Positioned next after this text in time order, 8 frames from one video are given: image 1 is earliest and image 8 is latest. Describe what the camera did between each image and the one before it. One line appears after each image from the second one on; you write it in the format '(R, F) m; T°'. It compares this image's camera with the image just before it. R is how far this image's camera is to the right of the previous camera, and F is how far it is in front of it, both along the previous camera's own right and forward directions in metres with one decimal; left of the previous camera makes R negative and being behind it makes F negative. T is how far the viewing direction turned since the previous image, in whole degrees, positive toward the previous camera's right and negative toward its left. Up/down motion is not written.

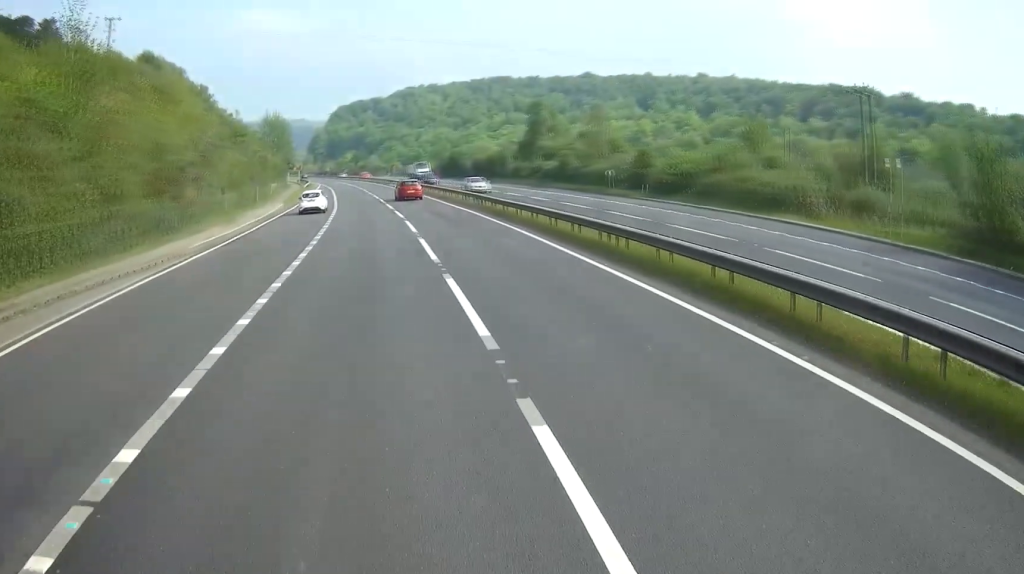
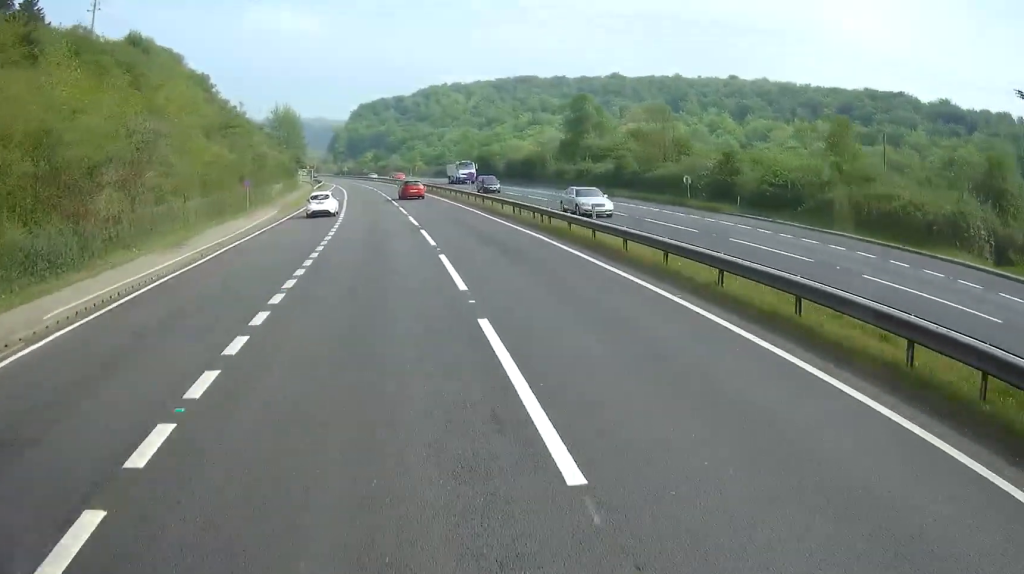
(-0.2, +13.9) m; -1°
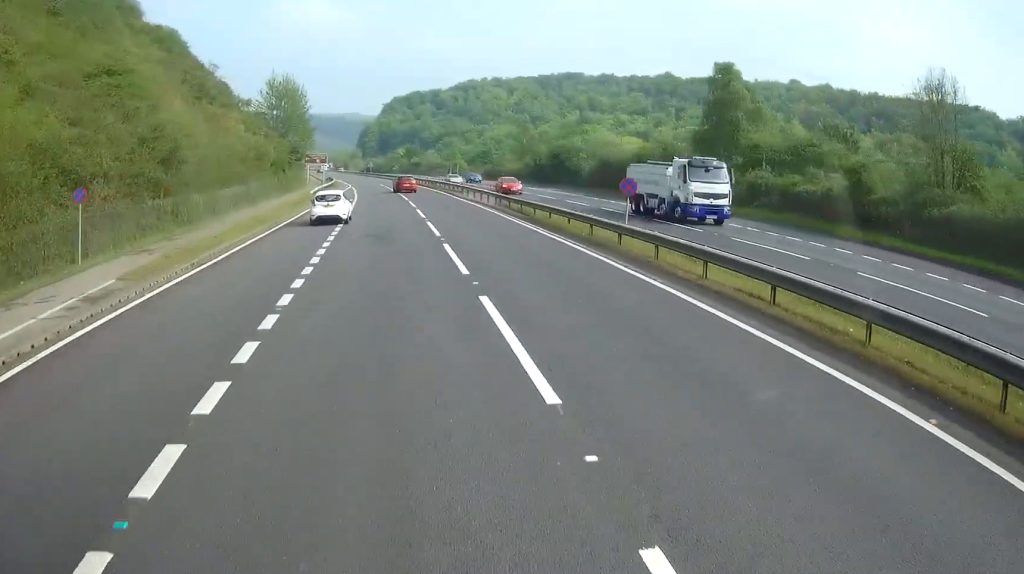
(-0.9, +35.4) m; -2°
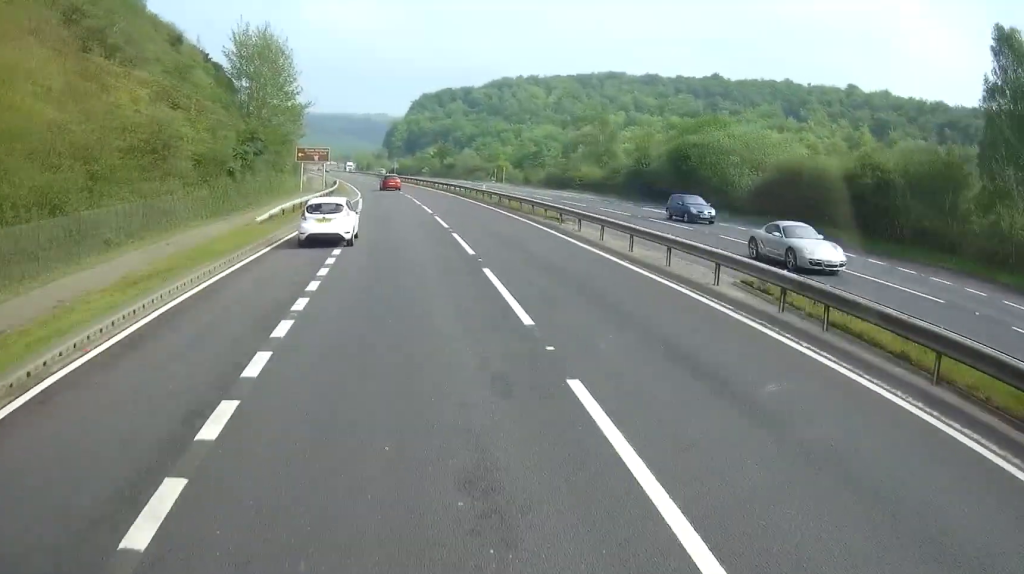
(-0.2, +33.2) m; -1°
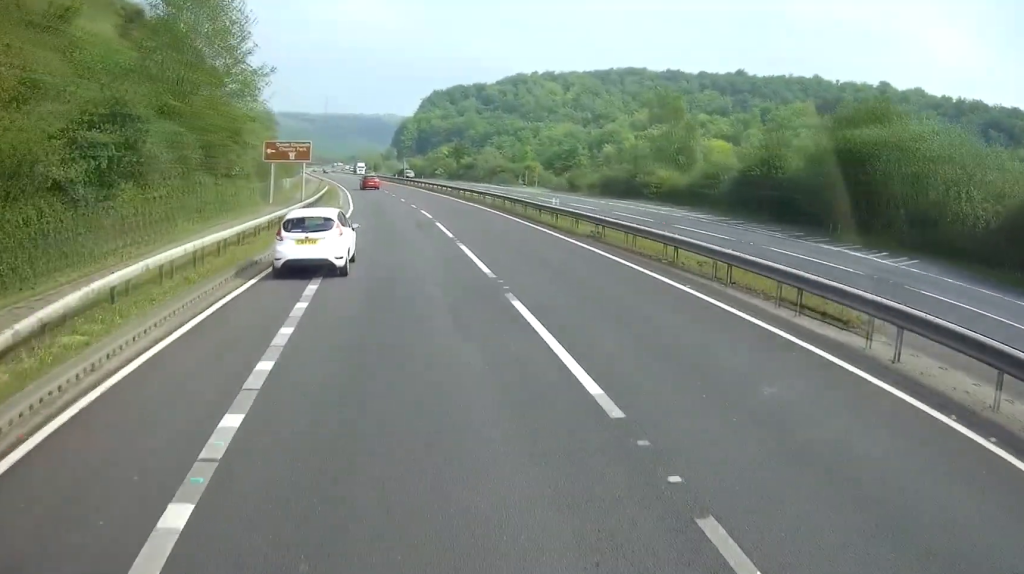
(-0.3, +22.0) m; -1°
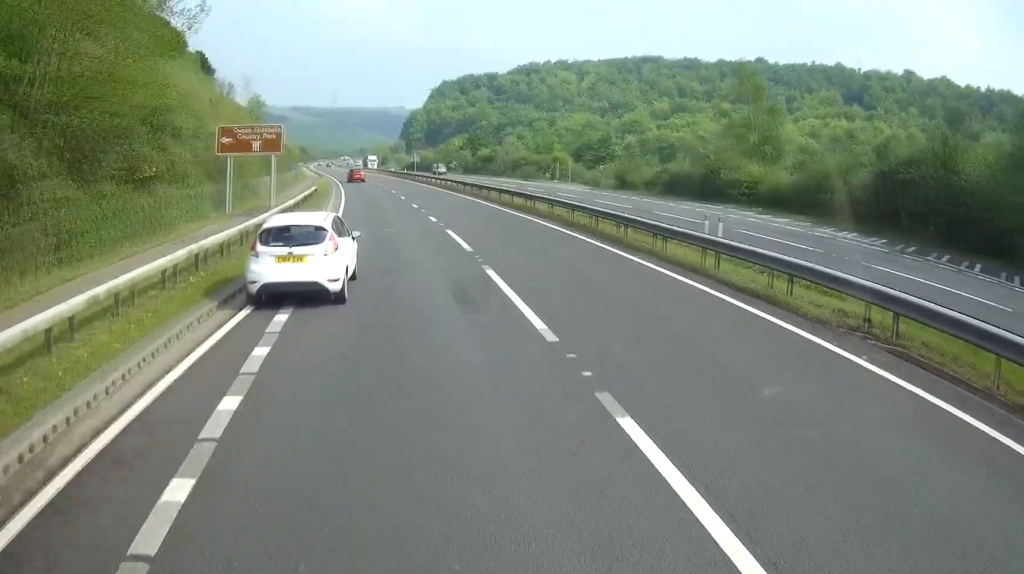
(-0.1, +15.6) m; -1°
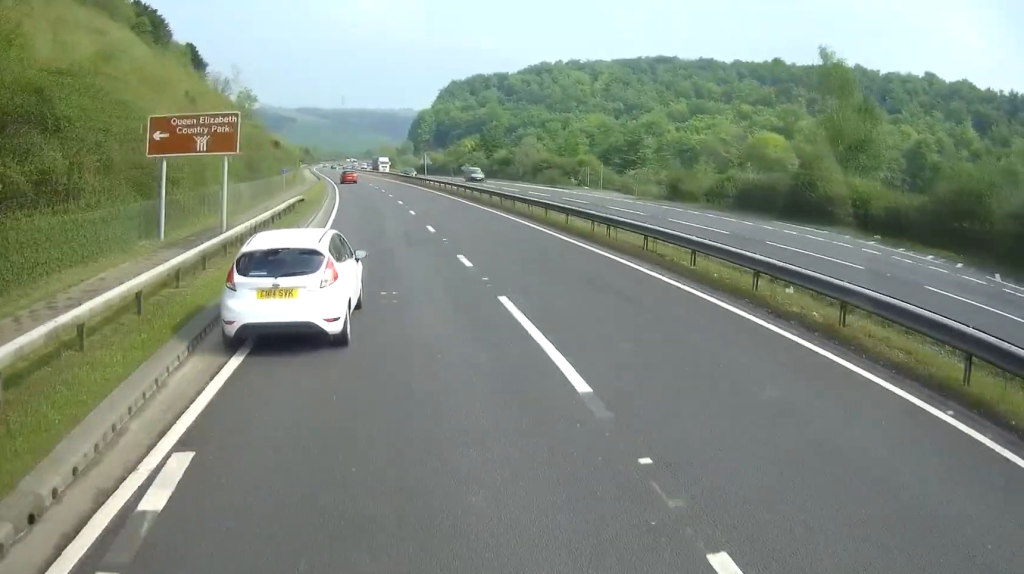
(-0.1, +11.3) m; -1°
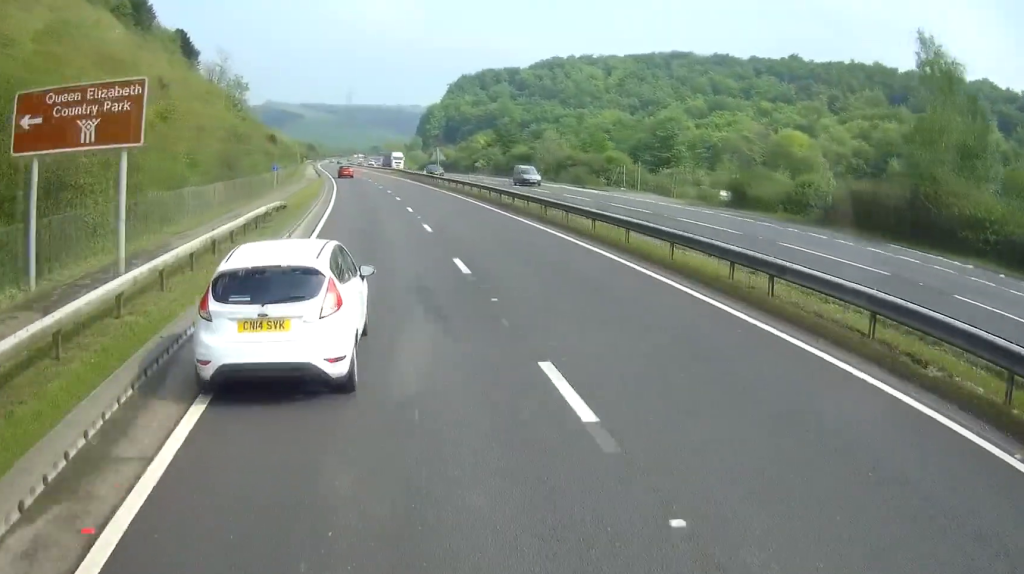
(+0.1, +10.2) m; -1°
